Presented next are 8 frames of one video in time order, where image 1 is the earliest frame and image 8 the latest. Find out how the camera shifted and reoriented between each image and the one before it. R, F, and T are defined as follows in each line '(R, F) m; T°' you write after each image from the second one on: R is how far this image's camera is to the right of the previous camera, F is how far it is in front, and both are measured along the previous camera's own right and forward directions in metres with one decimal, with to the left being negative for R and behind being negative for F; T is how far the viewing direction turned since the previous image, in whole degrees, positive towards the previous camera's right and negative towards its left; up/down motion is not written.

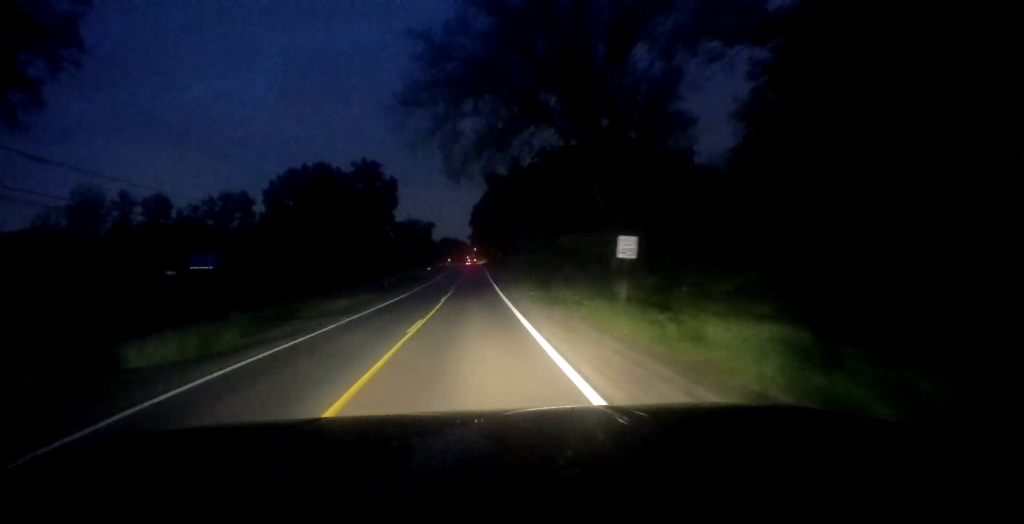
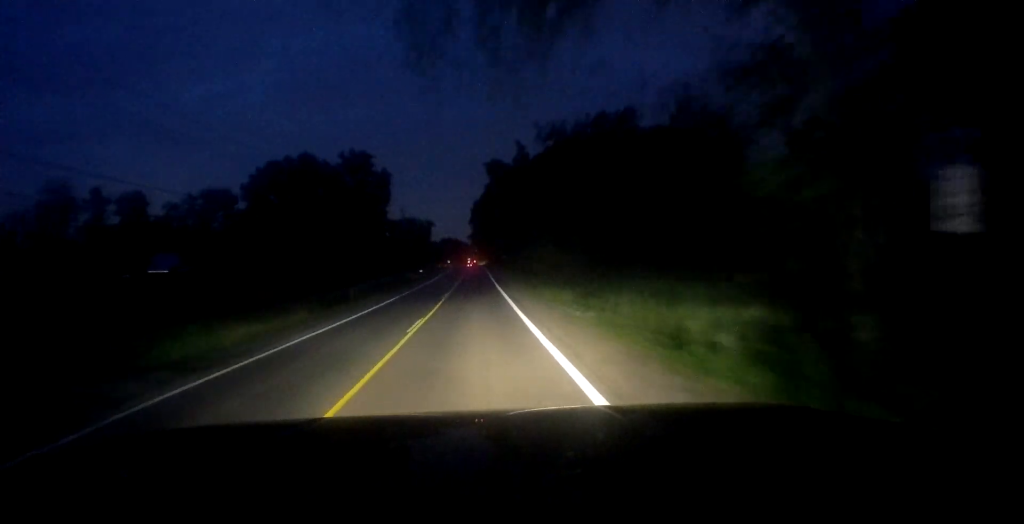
(+0.3, +14.0) m; 0°
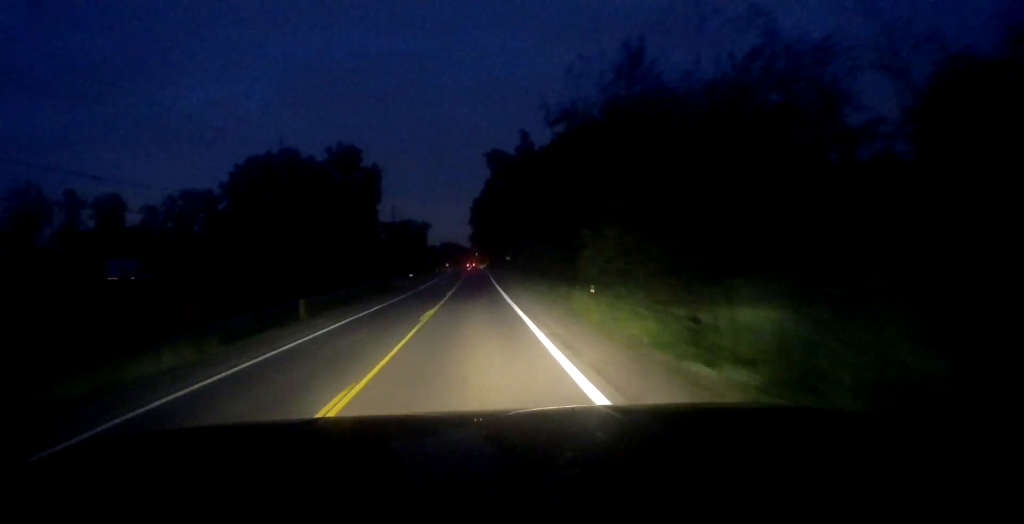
(+0.1, +10.3) m; 0°
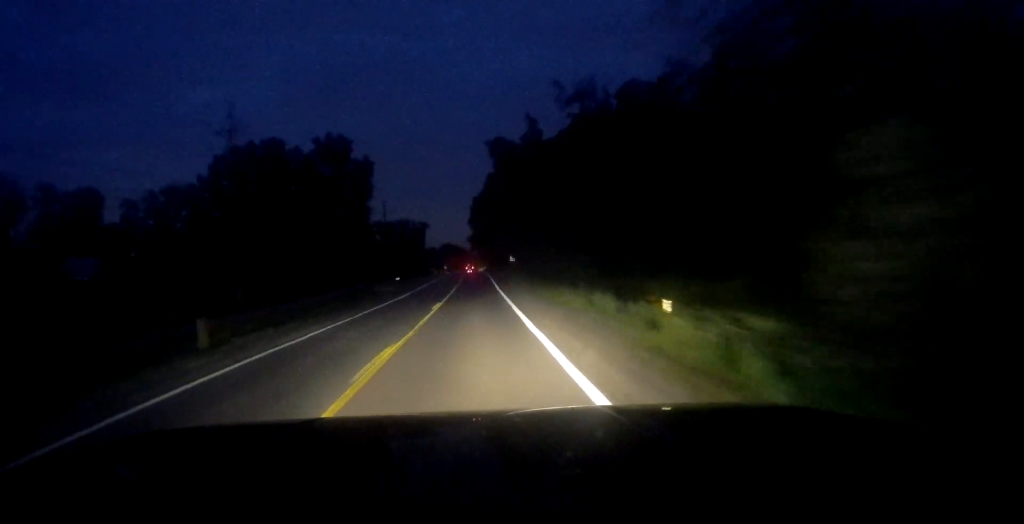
(-0.1, +9.1) m; -1°
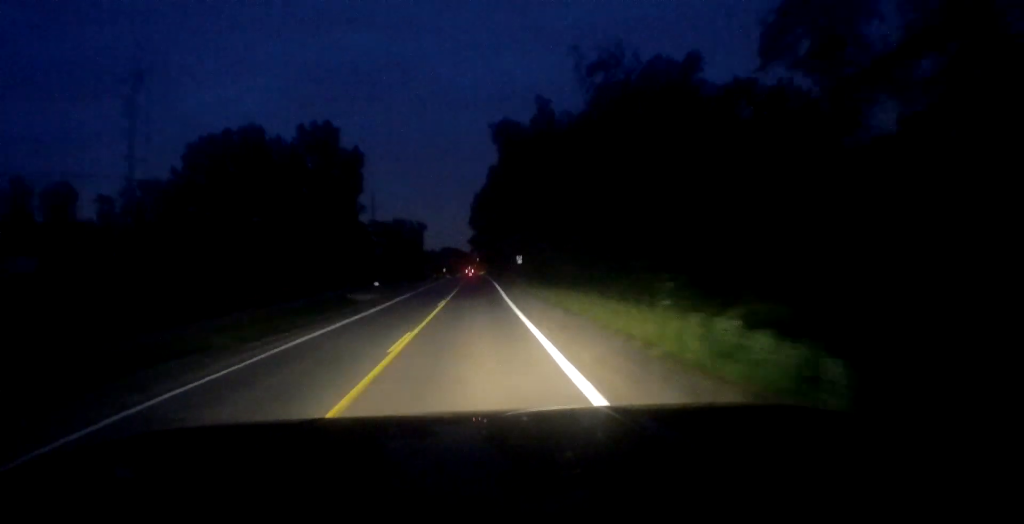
(-0.1, +11.0) m; -1°
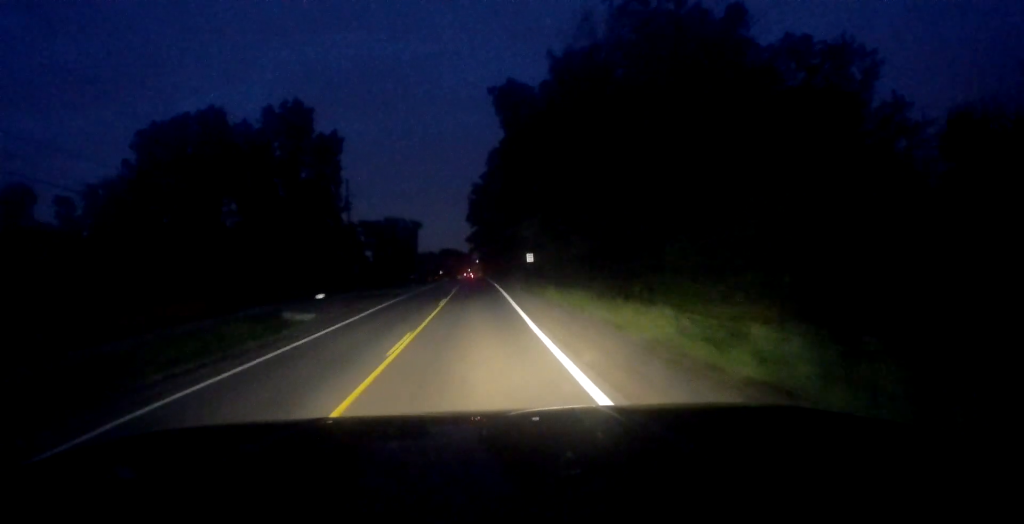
(-0.2, +13.6) m; 0°
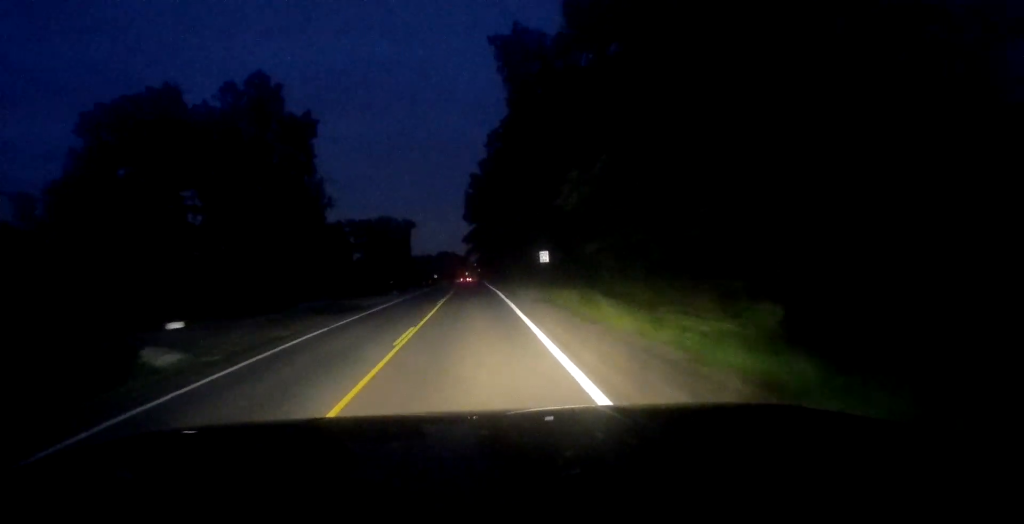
(+0.2, +13.6) m; +1°
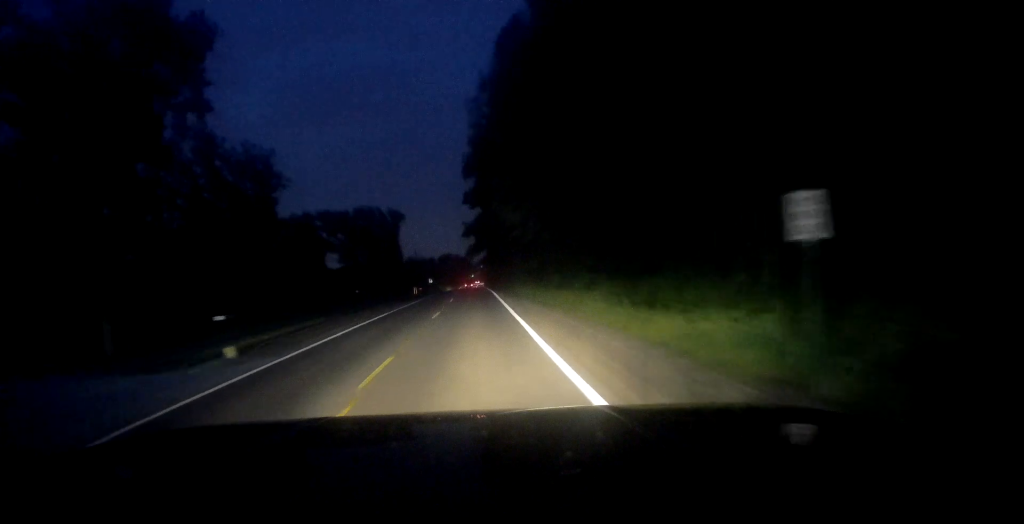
(+0.8, +36.6) m; +1°
